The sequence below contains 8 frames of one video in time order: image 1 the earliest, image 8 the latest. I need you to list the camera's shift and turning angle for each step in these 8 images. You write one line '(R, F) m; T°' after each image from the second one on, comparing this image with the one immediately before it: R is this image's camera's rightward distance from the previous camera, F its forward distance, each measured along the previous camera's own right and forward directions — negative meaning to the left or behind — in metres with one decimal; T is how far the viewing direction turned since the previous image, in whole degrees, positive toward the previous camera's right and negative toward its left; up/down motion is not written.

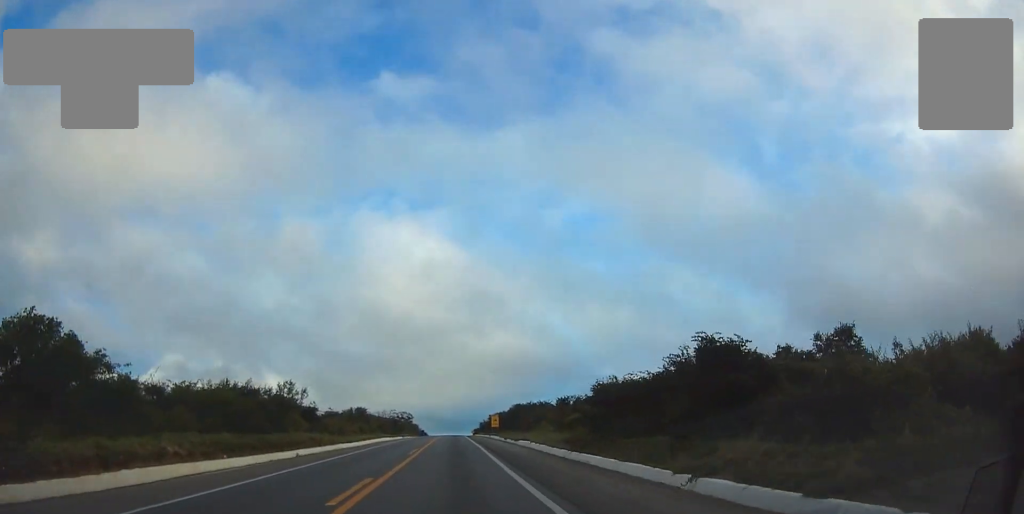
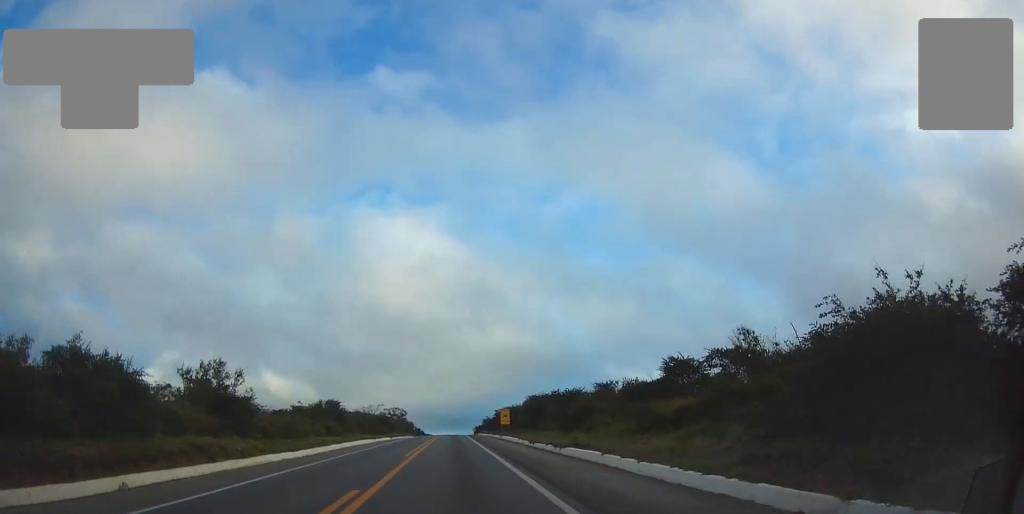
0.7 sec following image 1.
(+0.2, +19.0) m; -1°
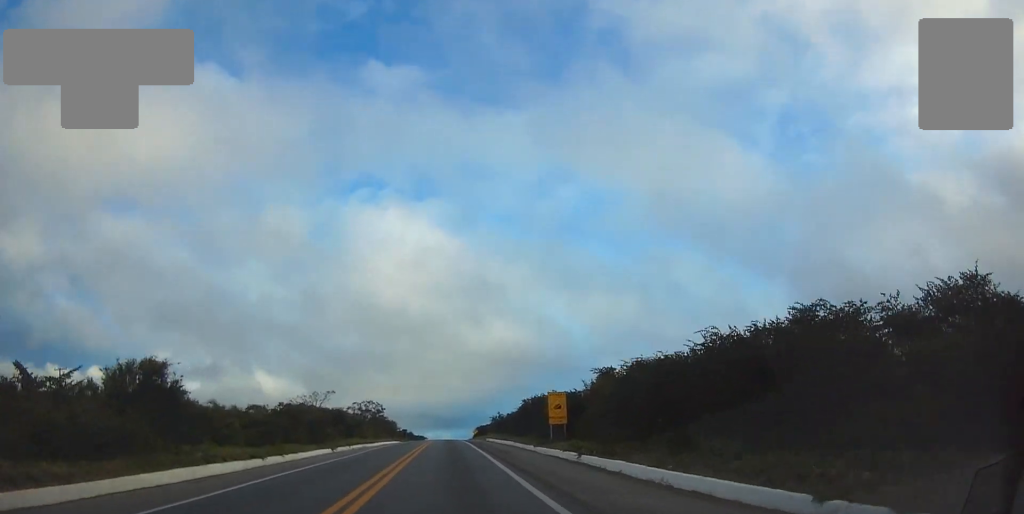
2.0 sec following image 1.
(-0.5, +39.3) m; 0°
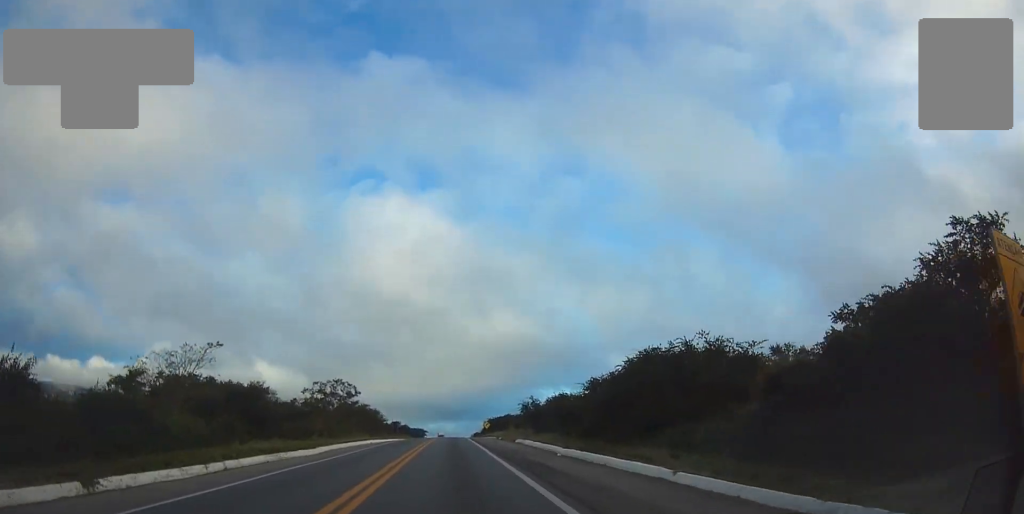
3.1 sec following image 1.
(+0.6, +32.6) m; +1°
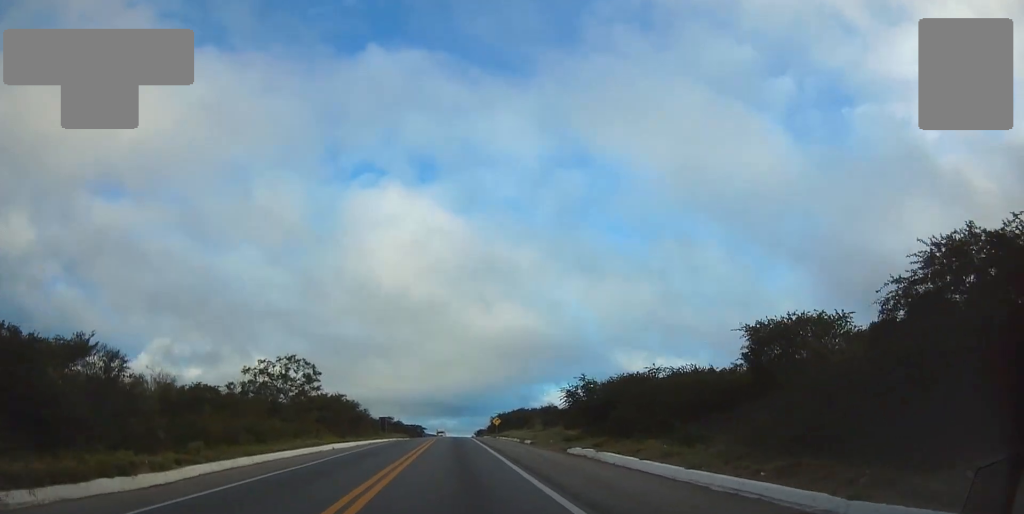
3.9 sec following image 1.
(0.0, +21.4) m; 0°
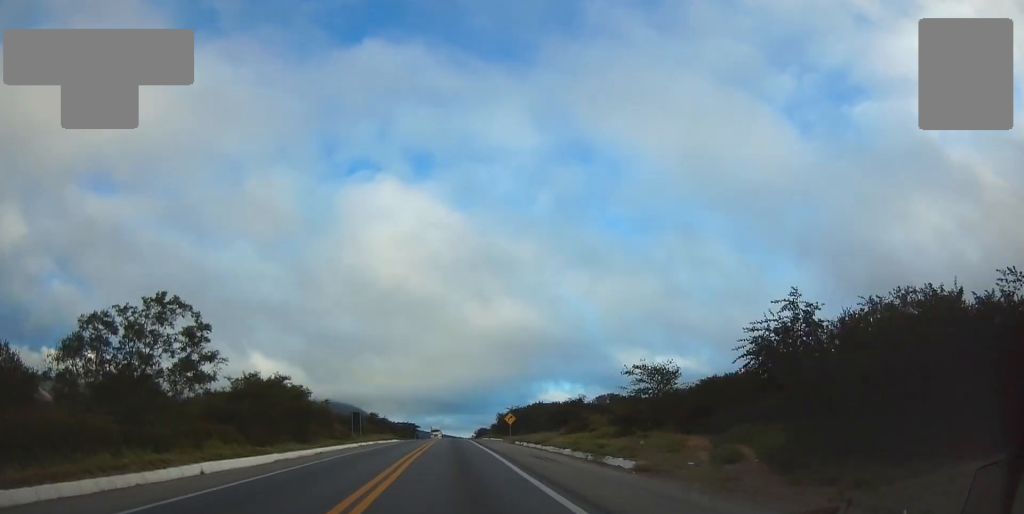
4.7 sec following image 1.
(0.0, +23.4) m; 0°
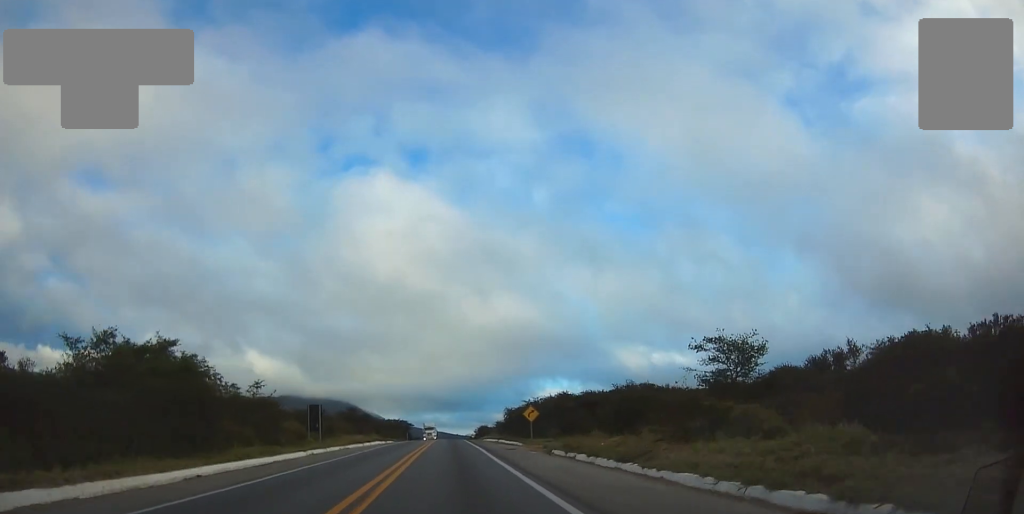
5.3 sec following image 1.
(0.0, +19.5) m; 0°
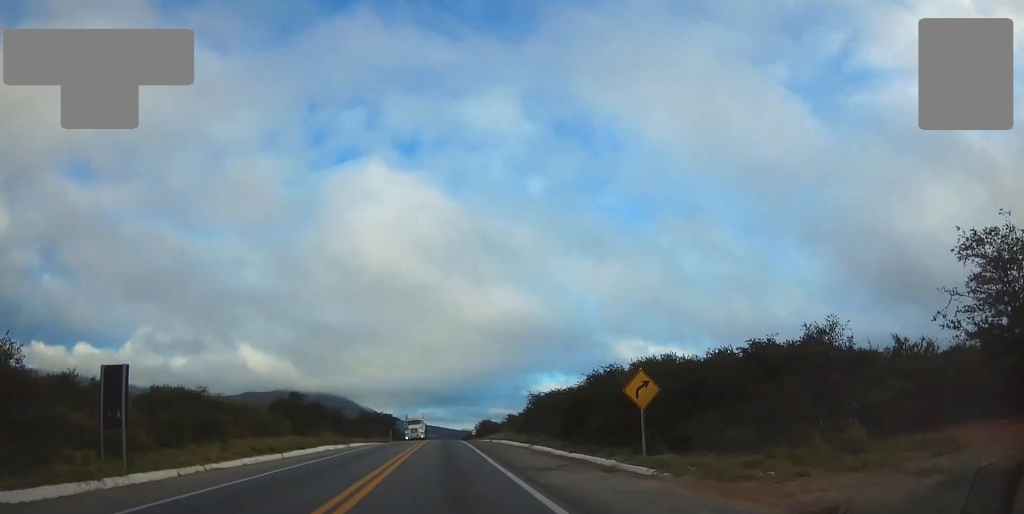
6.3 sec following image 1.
(0.0, +28.7) m; 0°
